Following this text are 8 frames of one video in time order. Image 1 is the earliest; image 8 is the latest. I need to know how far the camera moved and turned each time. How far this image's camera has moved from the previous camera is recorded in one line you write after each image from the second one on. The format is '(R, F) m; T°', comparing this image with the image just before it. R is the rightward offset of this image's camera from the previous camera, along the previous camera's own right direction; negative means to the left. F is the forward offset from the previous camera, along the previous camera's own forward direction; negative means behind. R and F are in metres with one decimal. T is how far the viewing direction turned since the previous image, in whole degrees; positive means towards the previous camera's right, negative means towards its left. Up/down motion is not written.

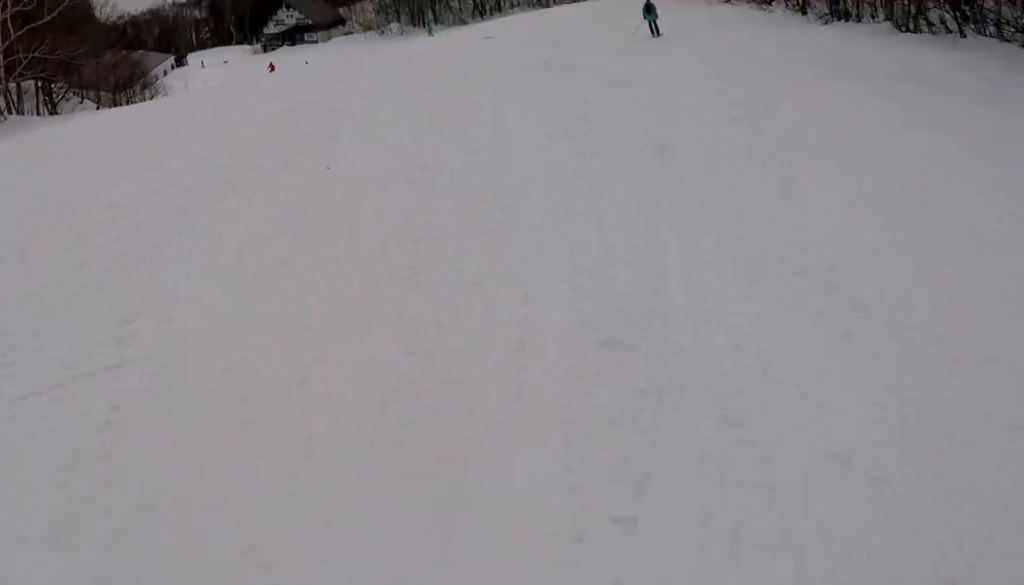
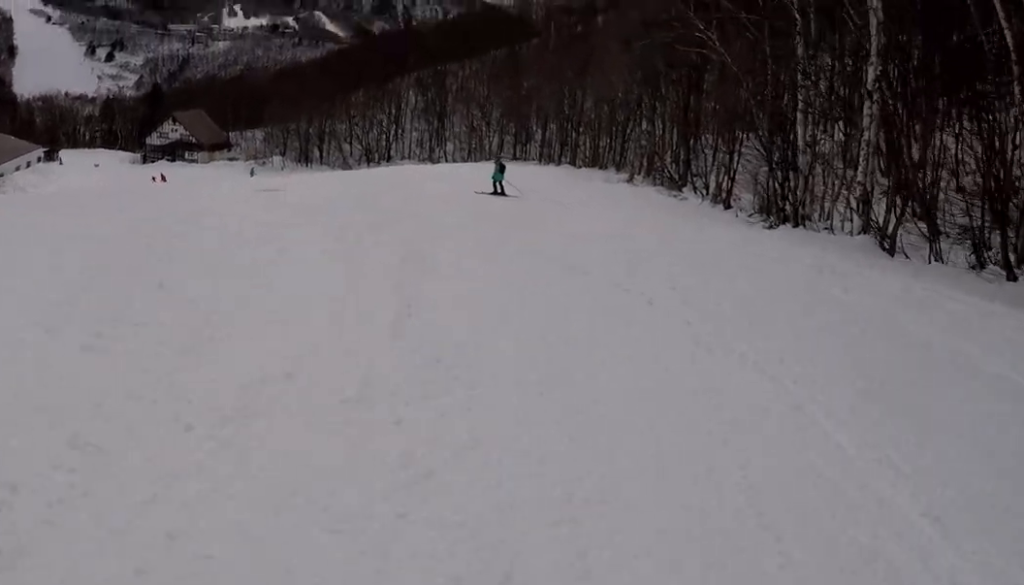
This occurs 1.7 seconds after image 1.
(+3.5, +12.2) m; +14°
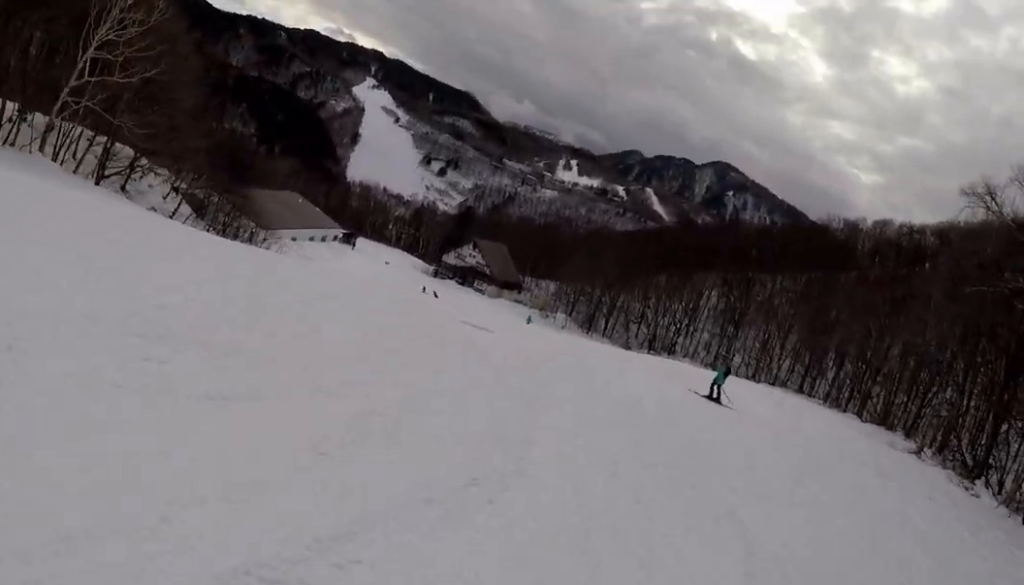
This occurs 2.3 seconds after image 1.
(-0.3, +4.7) m; -4°
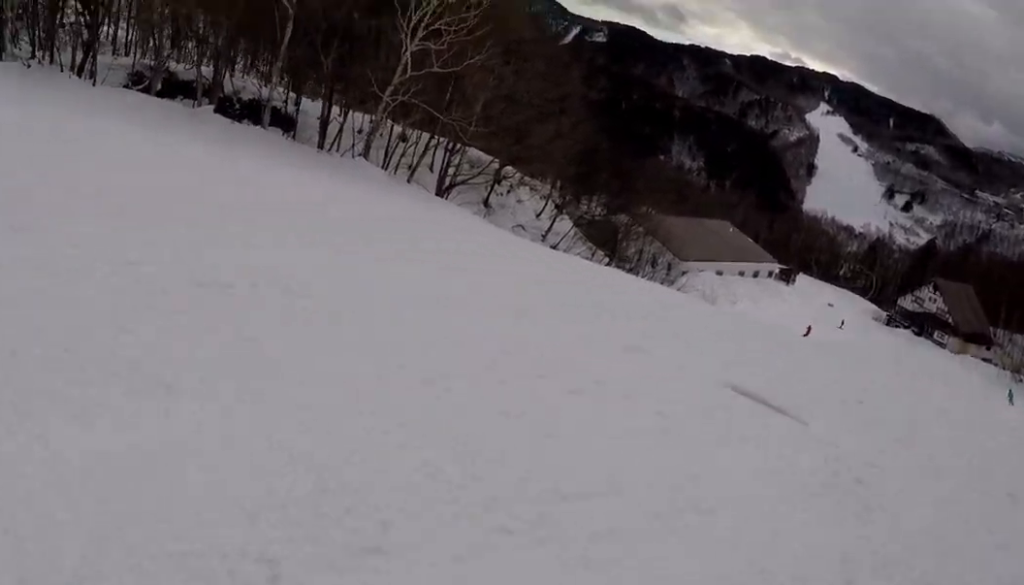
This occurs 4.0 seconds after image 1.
(-2.0, +10.9) m; -33°
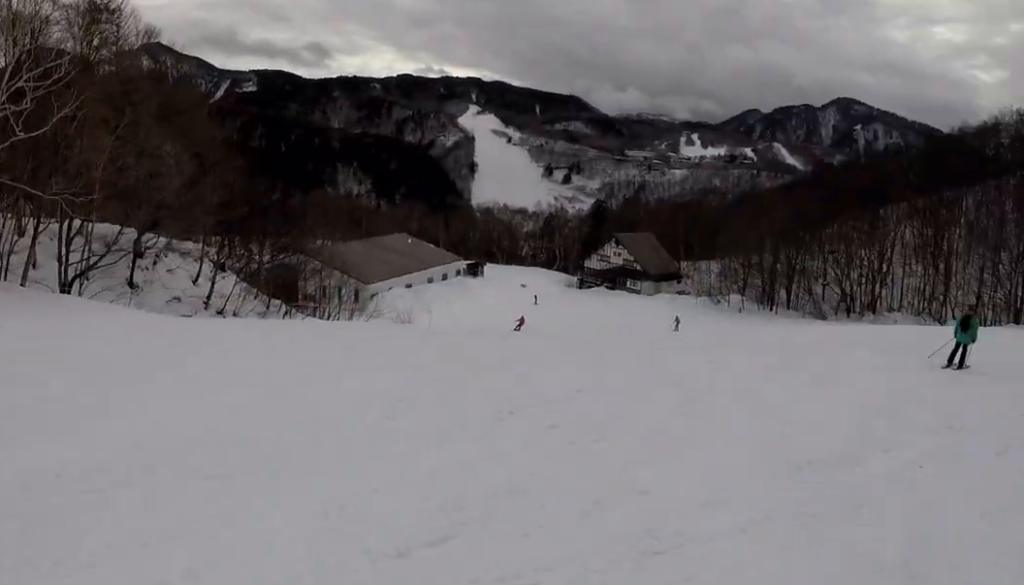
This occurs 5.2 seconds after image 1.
(-1.7, +7.6) m; -6°
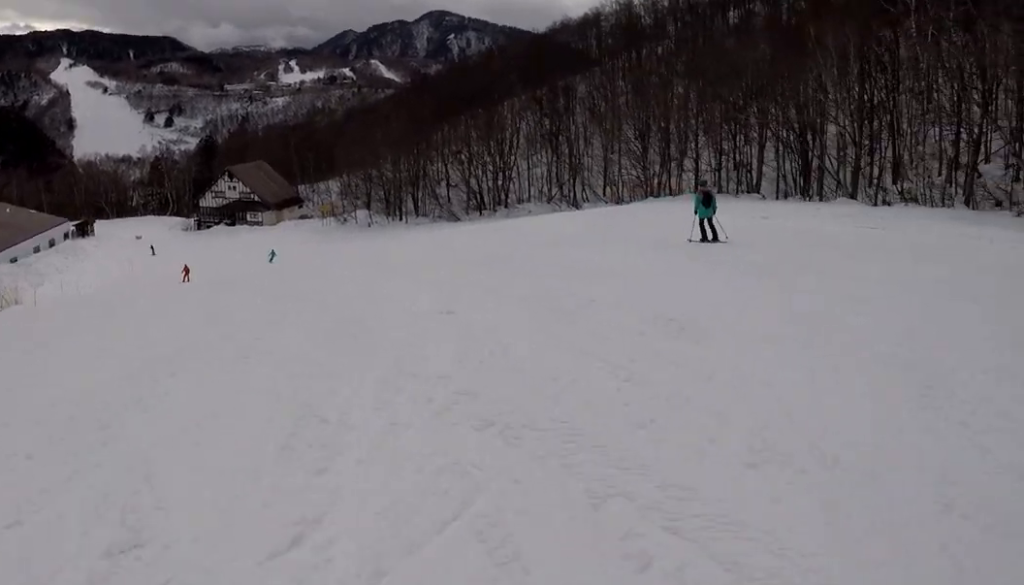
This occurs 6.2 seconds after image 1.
(+1.2, +6.3) m; +10°
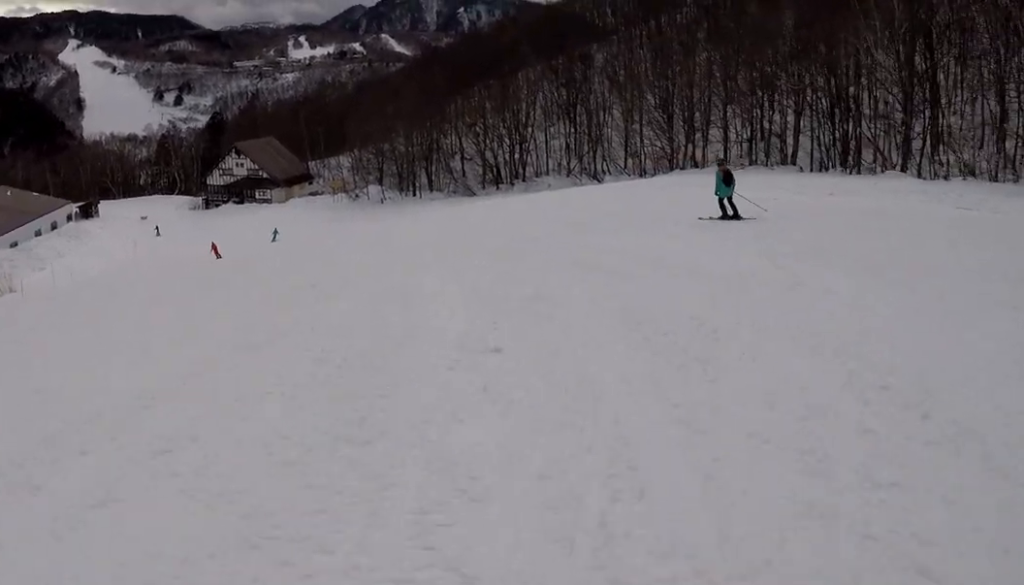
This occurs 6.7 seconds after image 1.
(0.0, +3.5) m; +10°
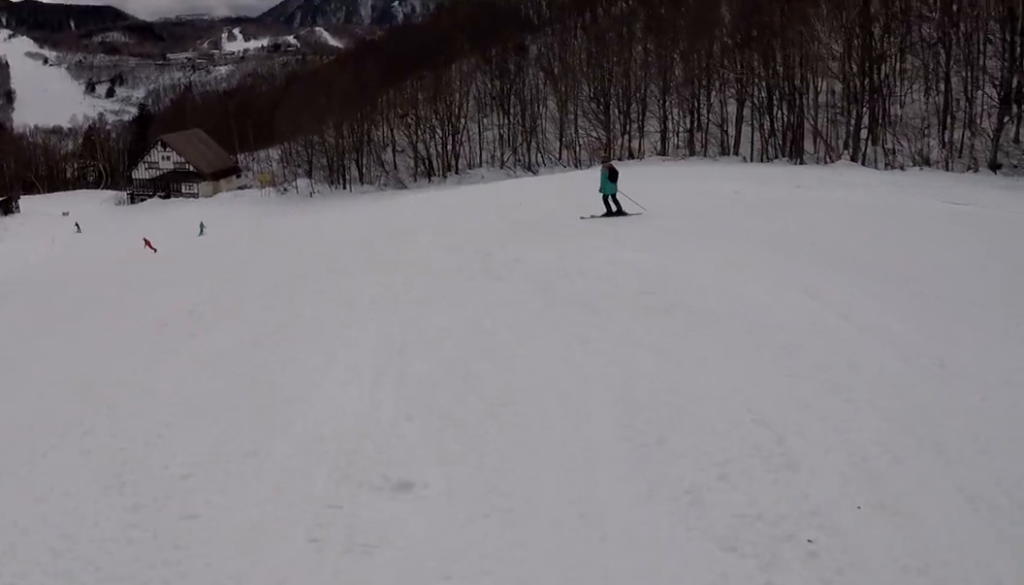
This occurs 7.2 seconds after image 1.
(-0.3, +2.9) m; +8°
